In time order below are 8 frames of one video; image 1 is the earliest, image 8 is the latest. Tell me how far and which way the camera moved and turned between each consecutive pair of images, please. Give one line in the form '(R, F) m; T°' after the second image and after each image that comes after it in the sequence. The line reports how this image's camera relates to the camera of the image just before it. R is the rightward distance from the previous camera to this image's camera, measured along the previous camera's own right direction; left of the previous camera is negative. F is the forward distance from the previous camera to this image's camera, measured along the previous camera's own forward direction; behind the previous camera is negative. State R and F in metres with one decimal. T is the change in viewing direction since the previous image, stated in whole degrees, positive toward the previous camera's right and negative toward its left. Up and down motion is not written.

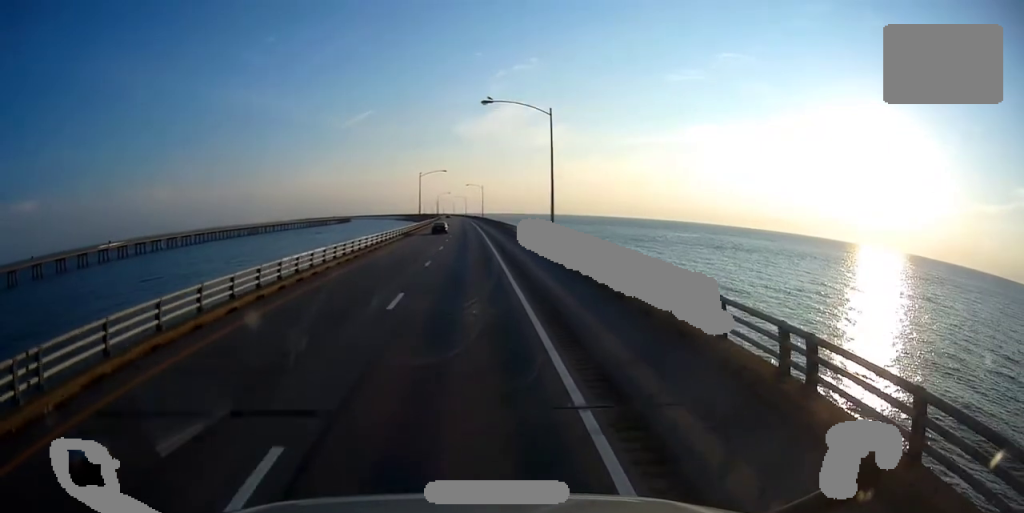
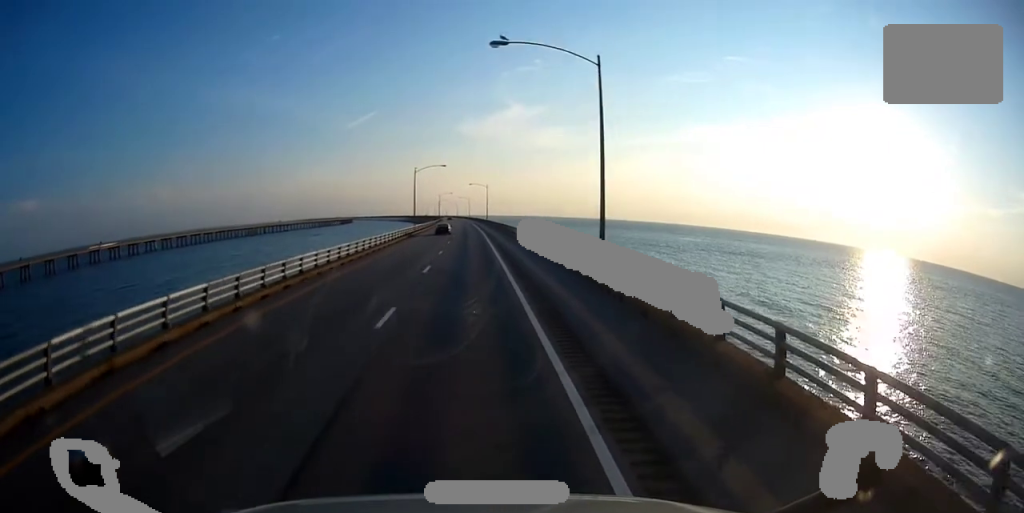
(+0.1, +14.6) m; 0°
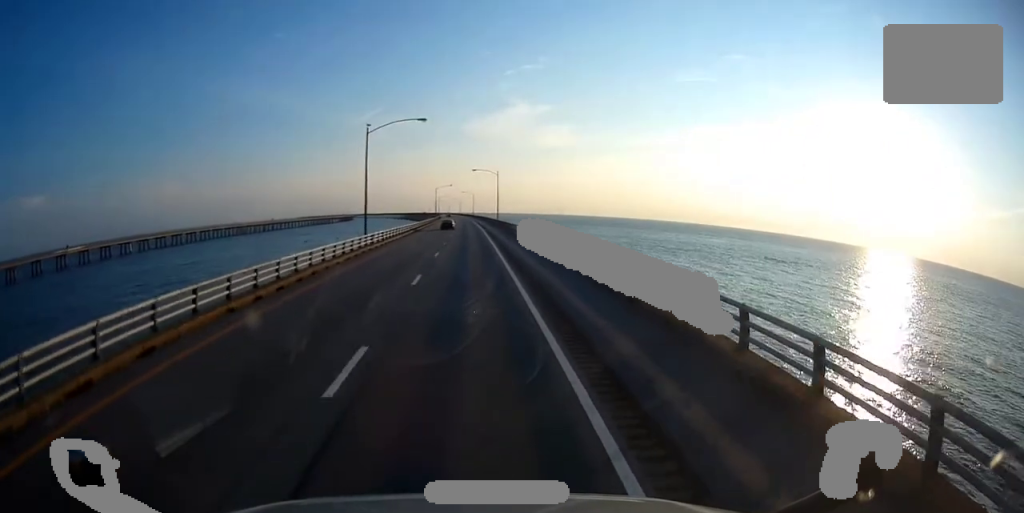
(-0.4, +40.6) m; -2°
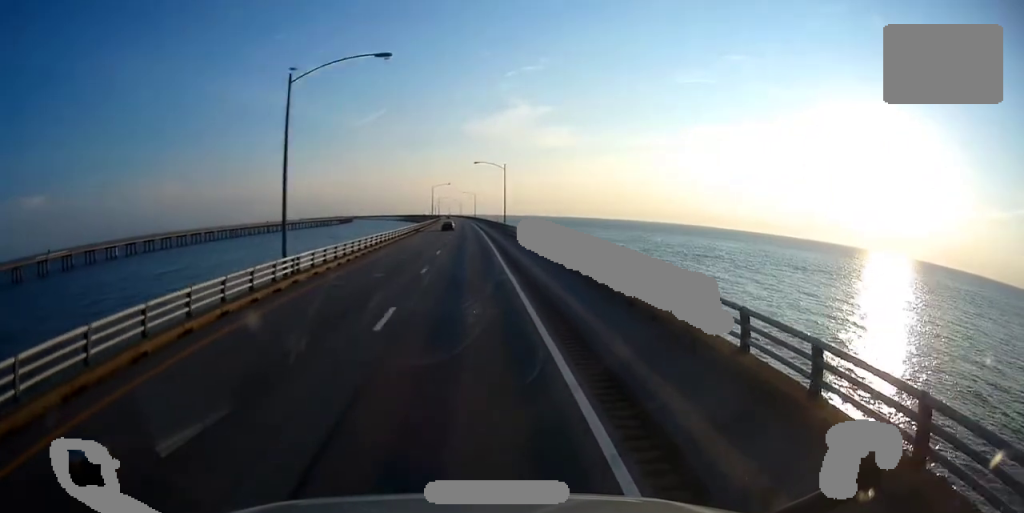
(-0.3, +19.8) m; 0°
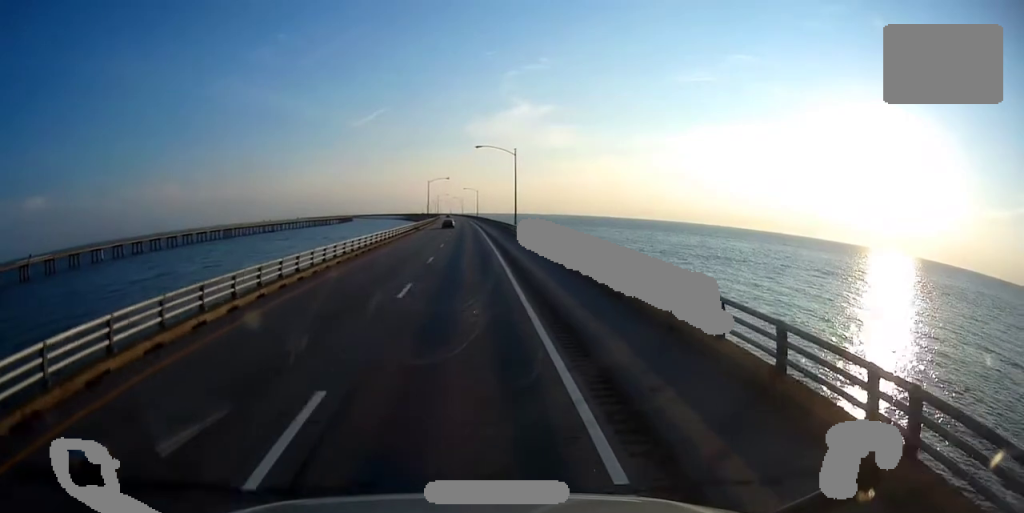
(+0.2, +18.8) m; 0°
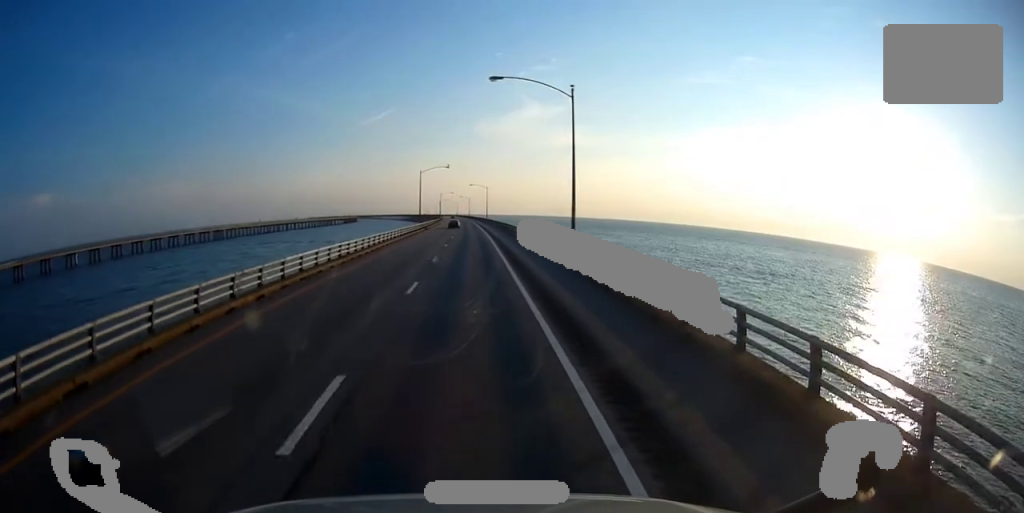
(-0.2, +35.5) m; -1°
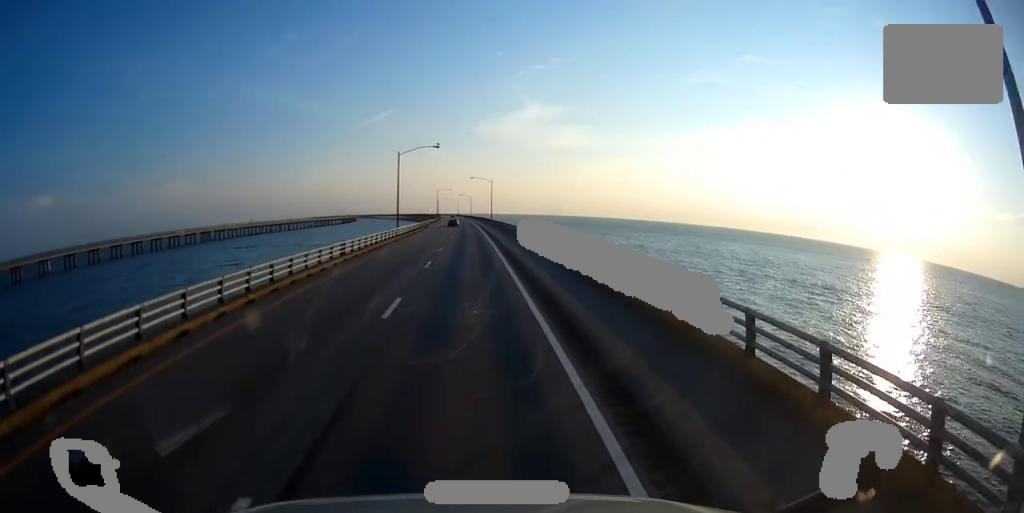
(-0.2, +28.2) m; 0°
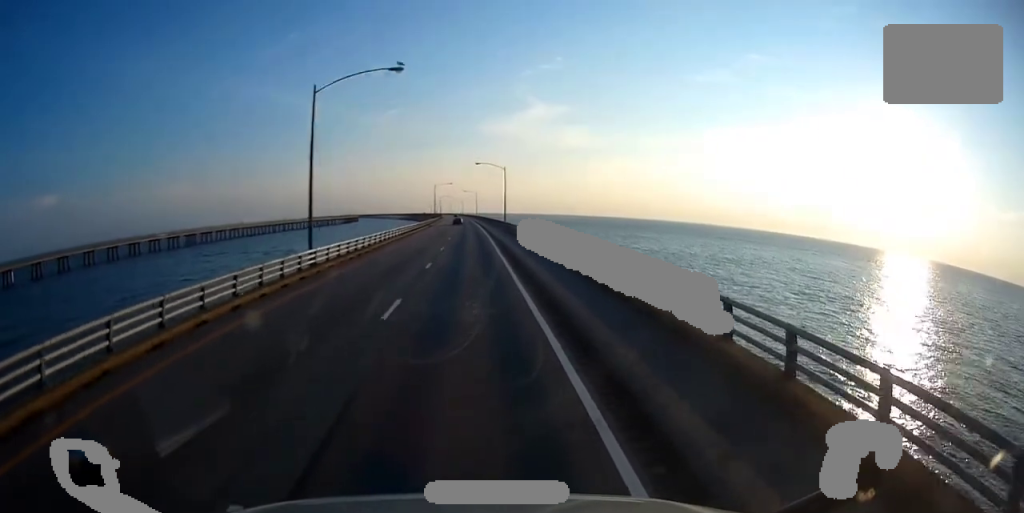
(+0.1, +36.2) m; 0°
